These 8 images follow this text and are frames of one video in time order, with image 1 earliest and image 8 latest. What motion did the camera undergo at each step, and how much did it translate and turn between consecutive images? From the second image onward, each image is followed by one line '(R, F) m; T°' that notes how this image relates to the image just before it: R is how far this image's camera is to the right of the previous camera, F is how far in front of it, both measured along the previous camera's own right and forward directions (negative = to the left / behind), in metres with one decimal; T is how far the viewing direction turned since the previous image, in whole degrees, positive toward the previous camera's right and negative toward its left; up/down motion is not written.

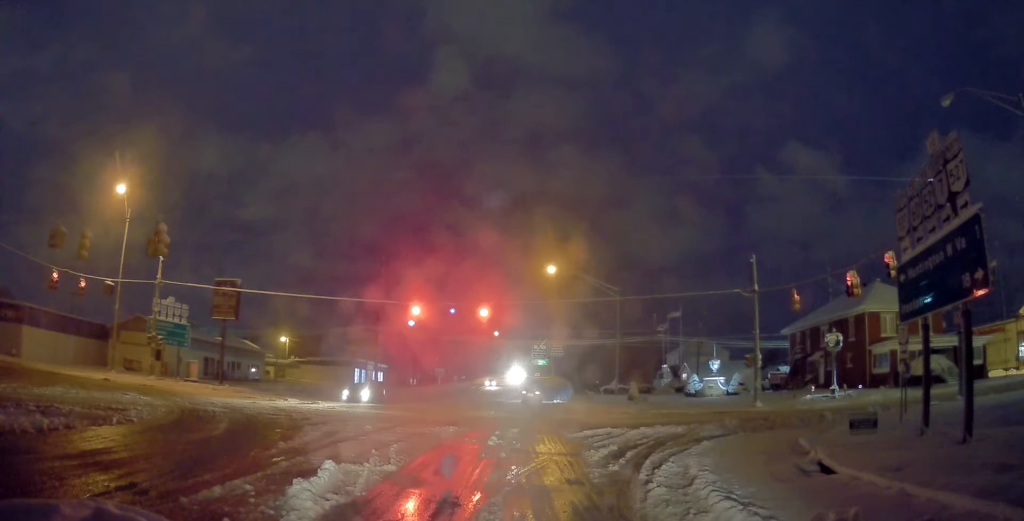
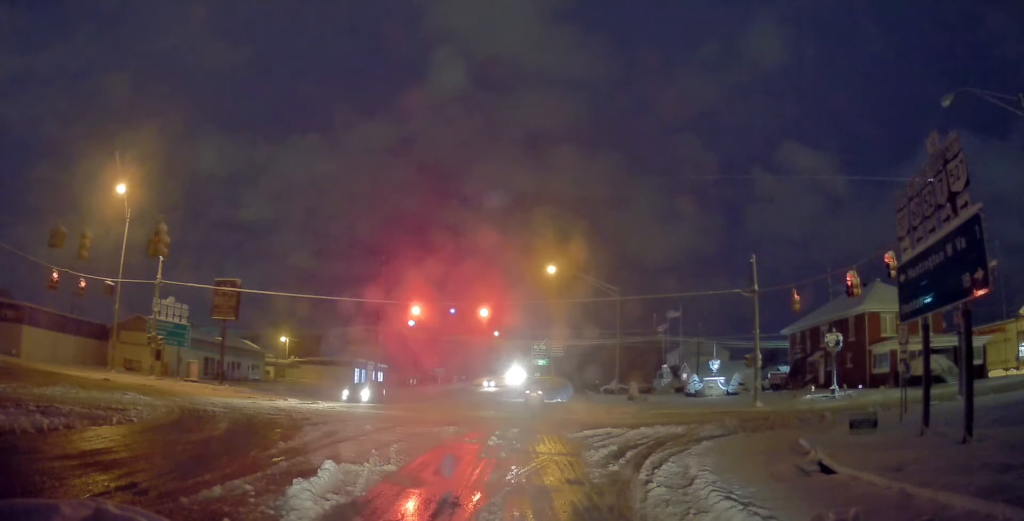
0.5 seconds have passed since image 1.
(0.0, 0.0) m; 0°
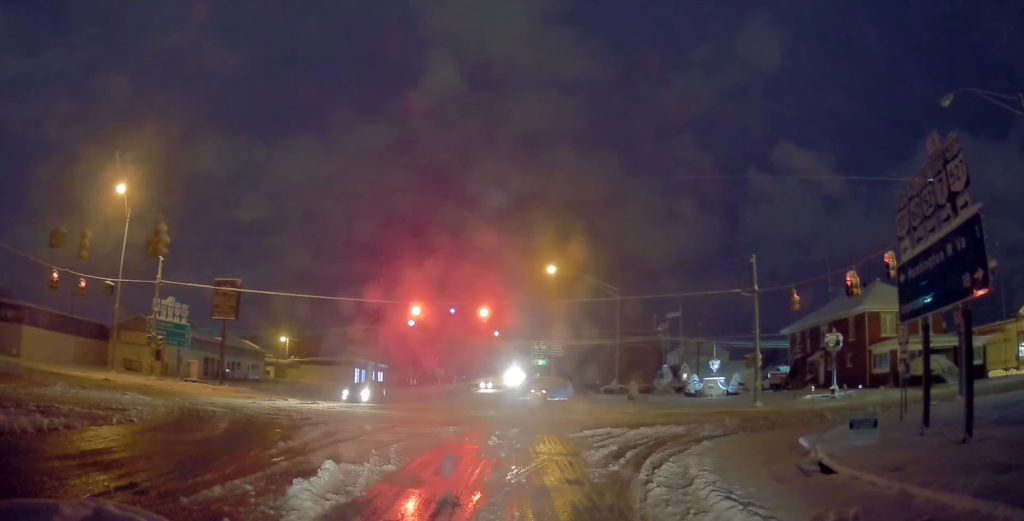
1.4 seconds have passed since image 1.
(0.0, 0.0) m; 0°
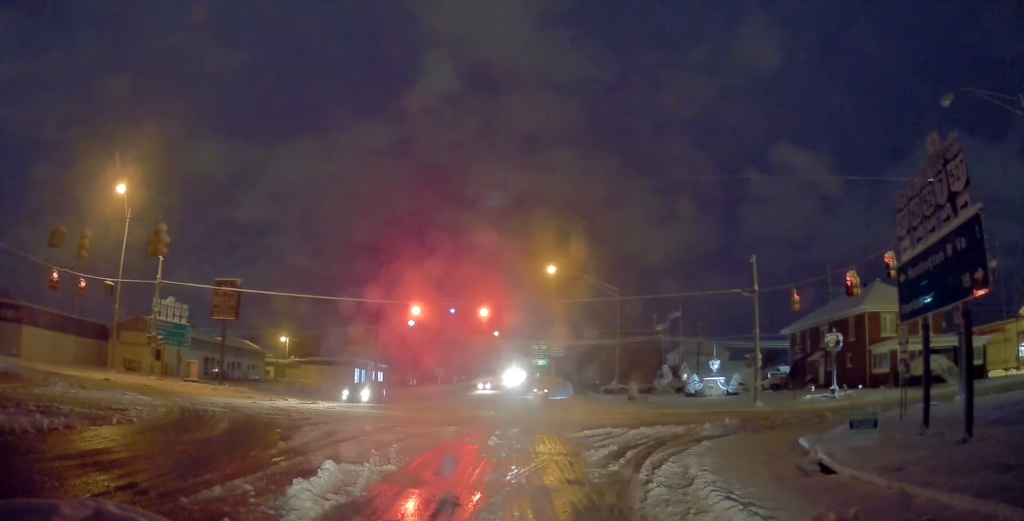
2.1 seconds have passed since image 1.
(0.0, 0.0) m; 0°
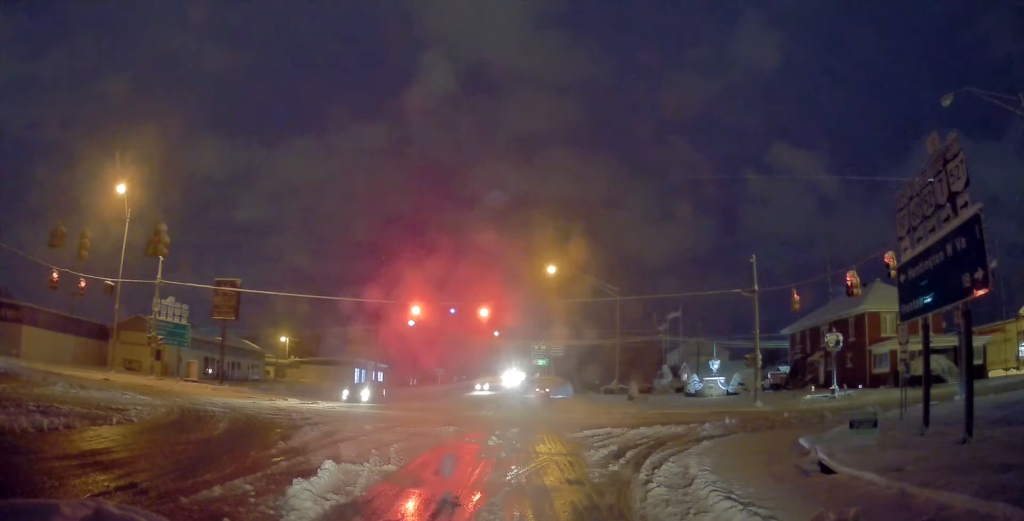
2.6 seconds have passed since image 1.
(0.0, 0.0) m; 0°
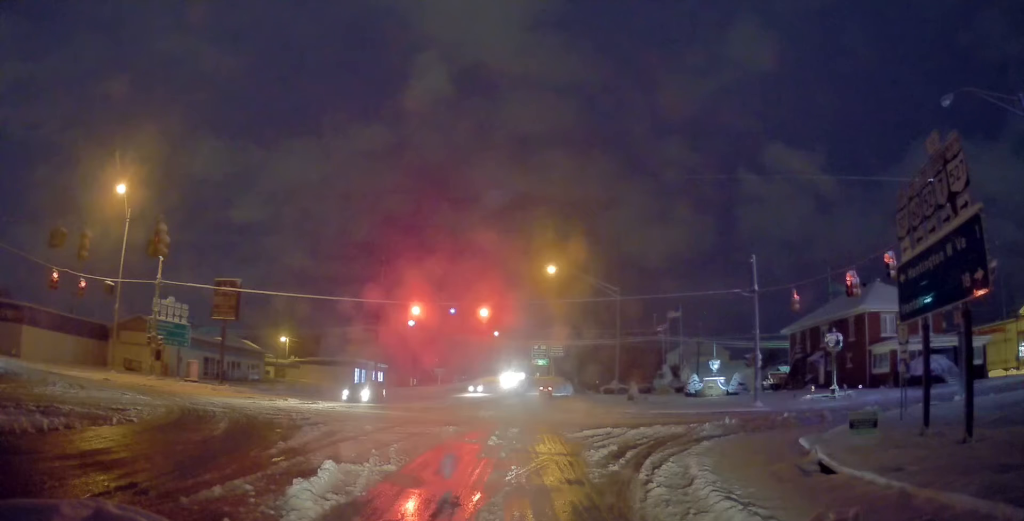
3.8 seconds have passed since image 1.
(0.0, 0.0) m; 0°
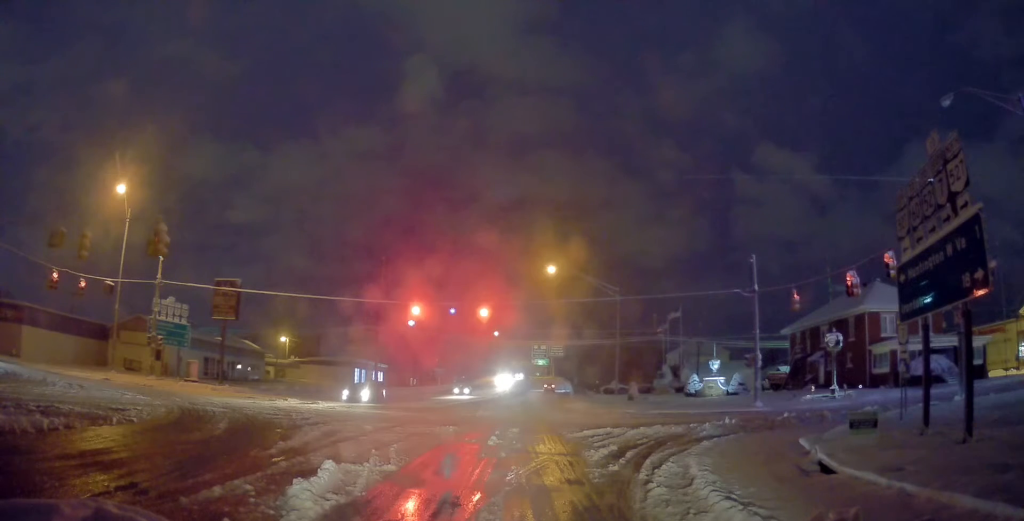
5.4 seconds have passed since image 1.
(0.0, 0.0) m; 0°
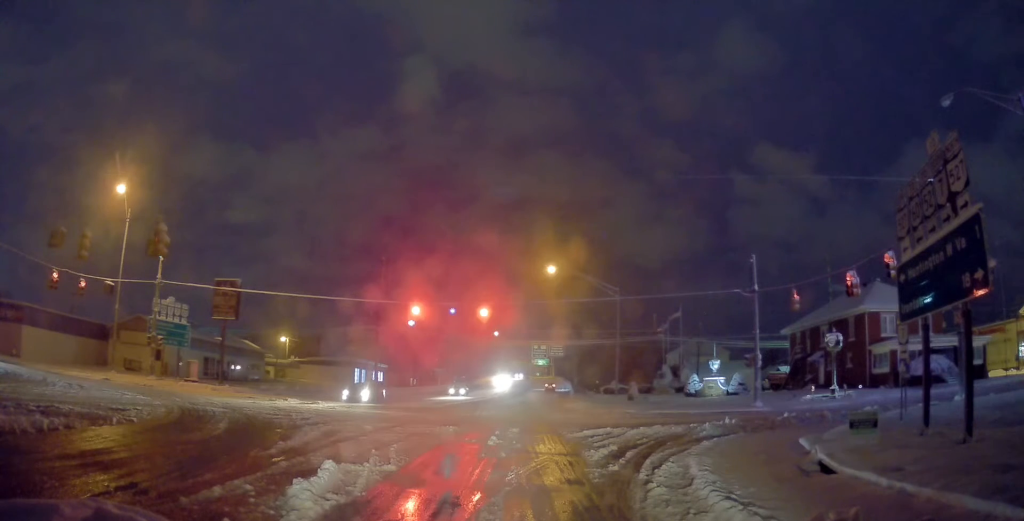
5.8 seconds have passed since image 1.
(0.0, 0.0) m; 0°
